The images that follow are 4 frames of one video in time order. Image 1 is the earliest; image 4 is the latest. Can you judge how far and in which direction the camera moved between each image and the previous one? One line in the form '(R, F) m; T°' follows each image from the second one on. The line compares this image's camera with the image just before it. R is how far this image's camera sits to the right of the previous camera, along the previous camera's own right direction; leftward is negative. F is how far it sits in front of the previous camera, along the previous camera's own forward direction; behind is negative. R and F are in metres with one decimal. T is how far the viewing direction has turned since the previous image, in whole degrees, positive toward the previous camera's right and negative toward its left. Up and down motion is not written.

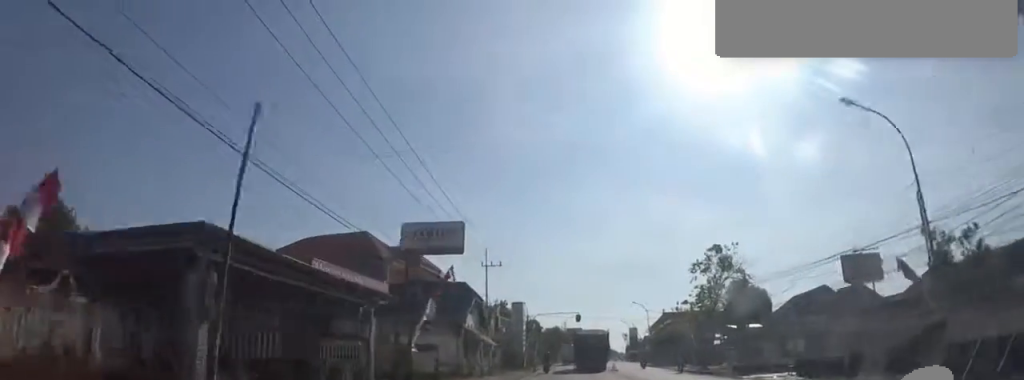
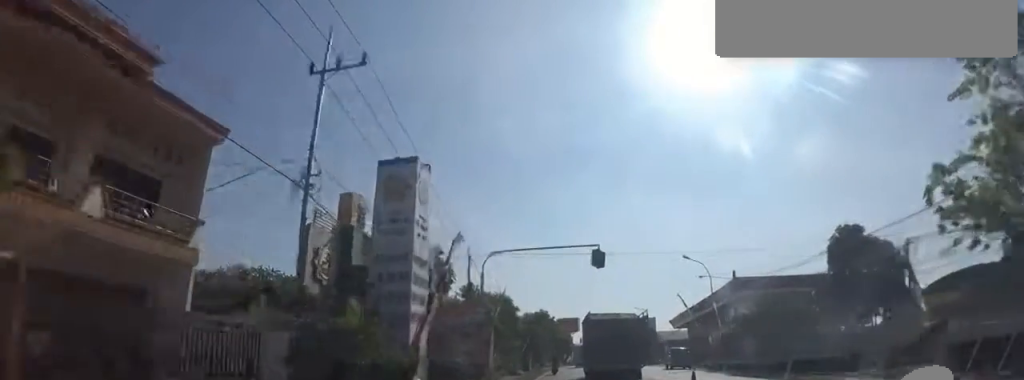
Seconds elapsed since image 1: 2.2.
(+0.3, +31.5) m; +6°
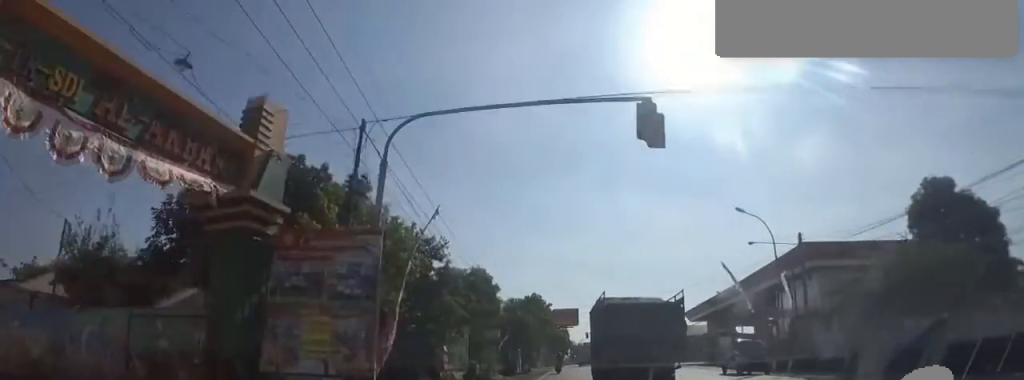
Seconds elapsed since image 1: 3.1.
(+0.1, +12.1) m; -1°
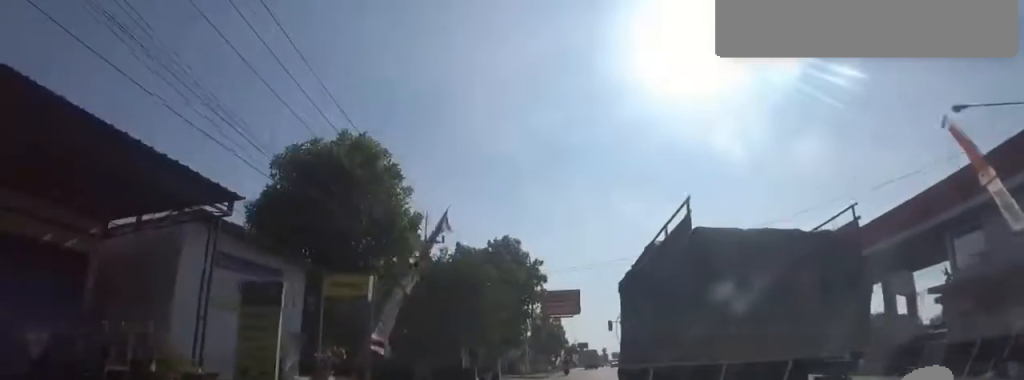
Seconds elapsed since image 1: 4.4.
(-0.6, +18.9) m; -2°
